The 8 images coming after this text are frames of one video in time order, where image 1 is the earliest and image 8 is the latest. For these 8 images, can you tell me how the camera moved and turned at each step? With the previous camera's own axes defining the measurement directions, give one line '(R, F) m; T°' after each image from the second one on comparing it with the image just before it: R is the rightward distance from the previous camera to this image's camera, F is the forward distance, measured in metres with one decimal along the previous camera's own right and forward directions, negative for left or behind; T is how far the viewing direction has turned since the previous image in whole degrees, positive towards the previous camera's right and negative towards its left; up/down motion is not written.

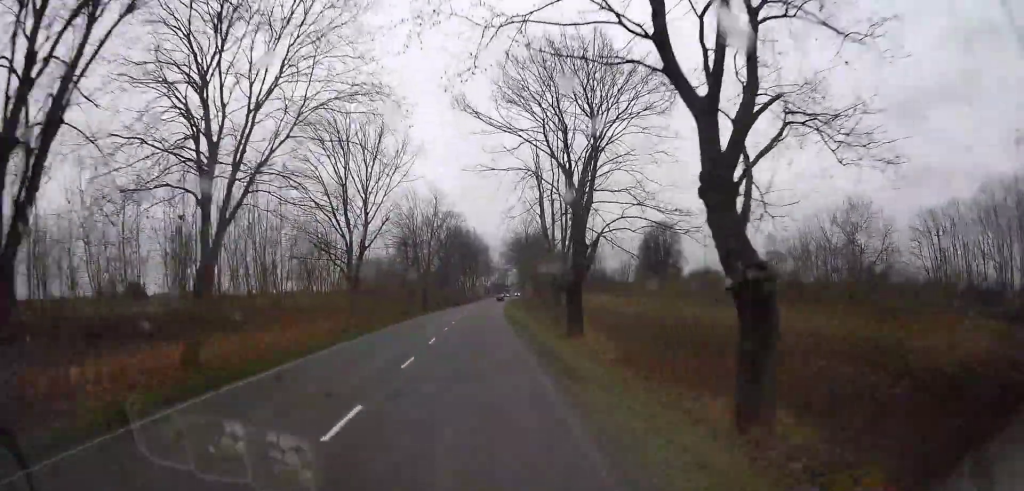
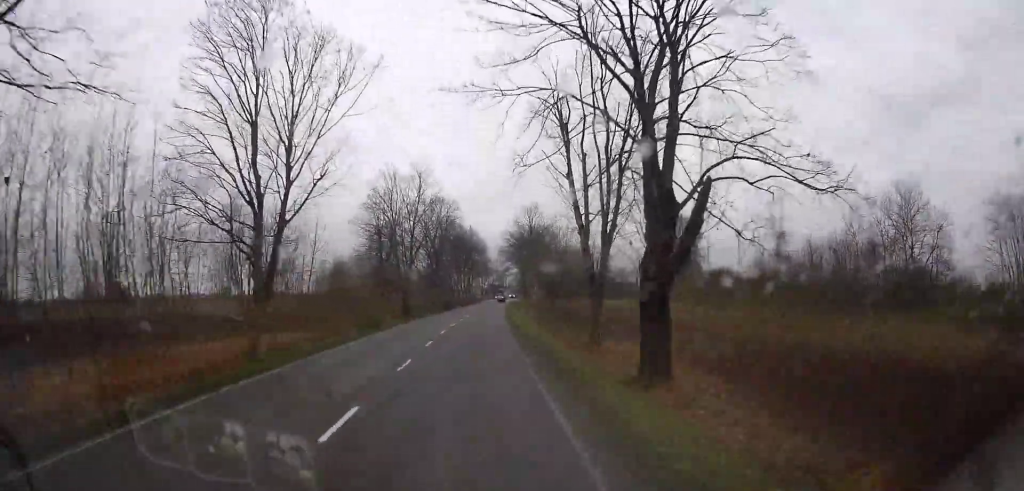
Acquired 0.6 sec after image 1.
(0.0, +12.3) m; 0°
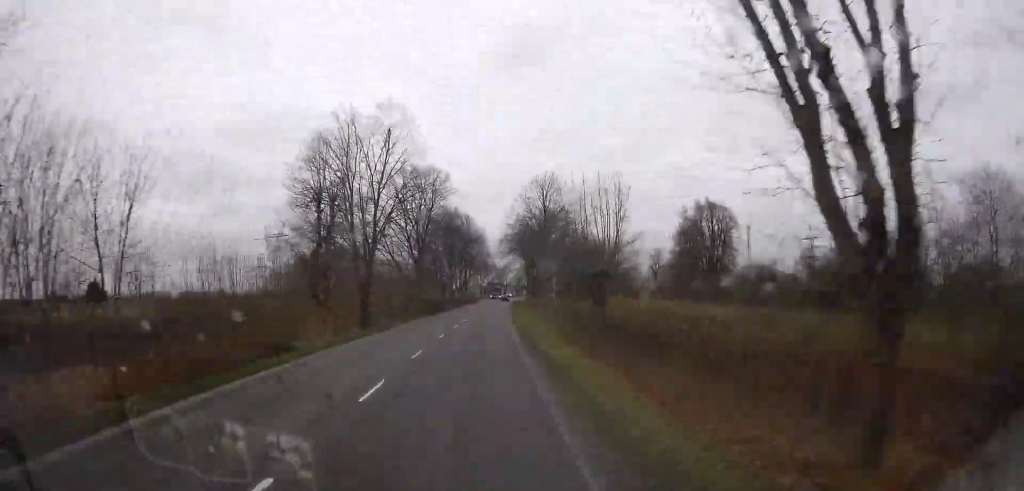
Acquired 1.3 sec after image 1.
(0.0, +15.4) m; 0°
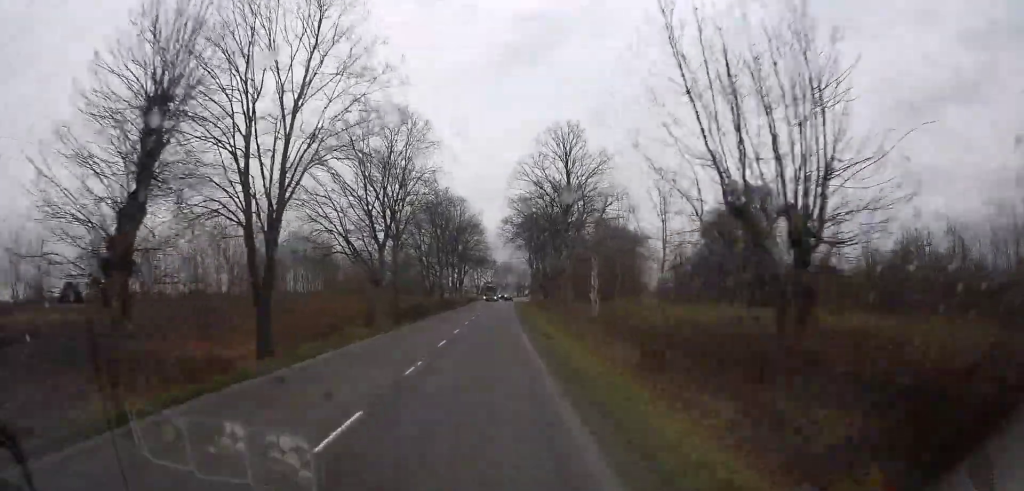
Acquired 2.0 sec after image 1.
(0.0, +15.0) m; 0°
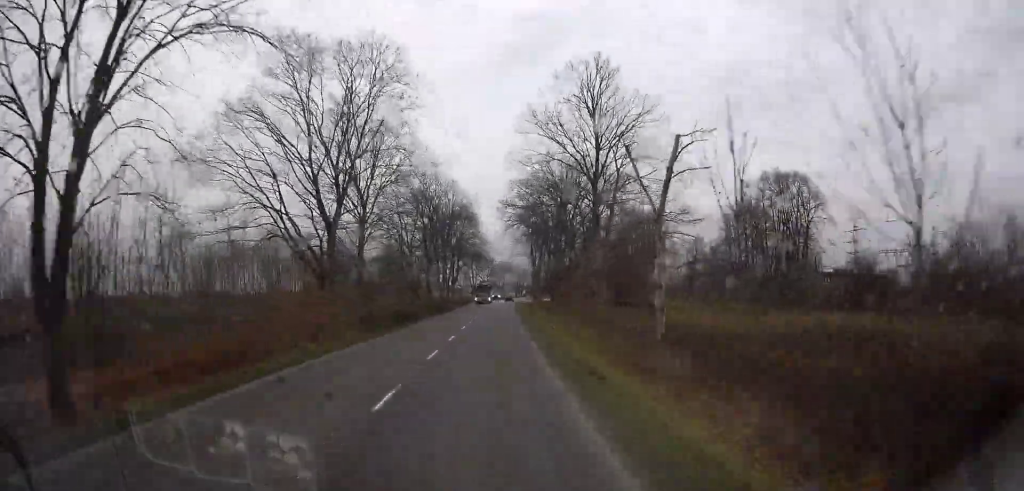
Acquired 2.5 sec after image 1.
(0.0, +10.0) m; 0°
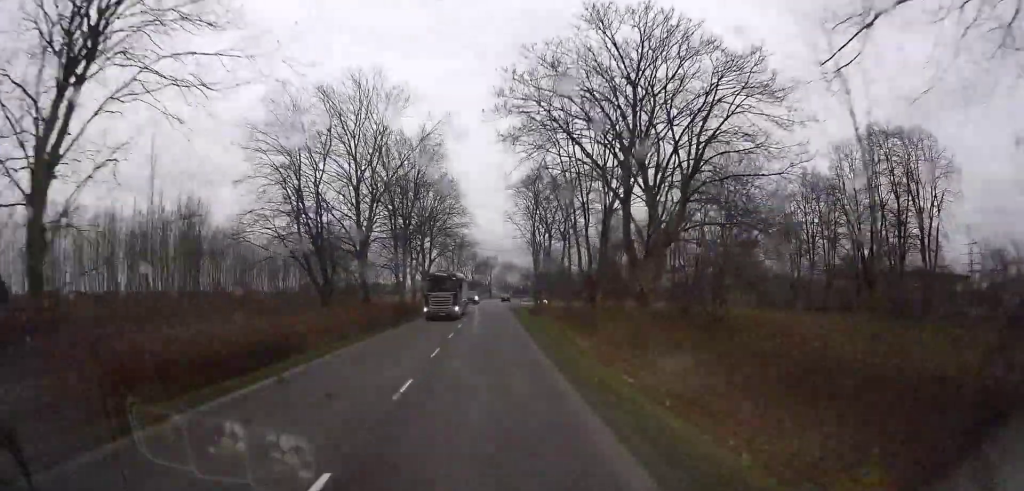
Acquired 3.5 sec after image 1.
(0.0, +22.7) m; 0°
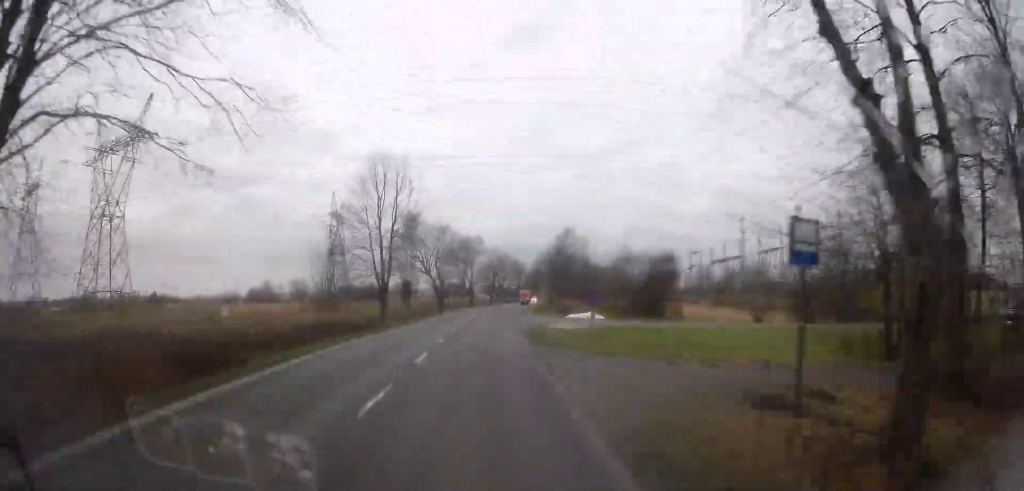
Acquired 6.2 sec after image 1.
(+2.7, +55.0) m; -3°
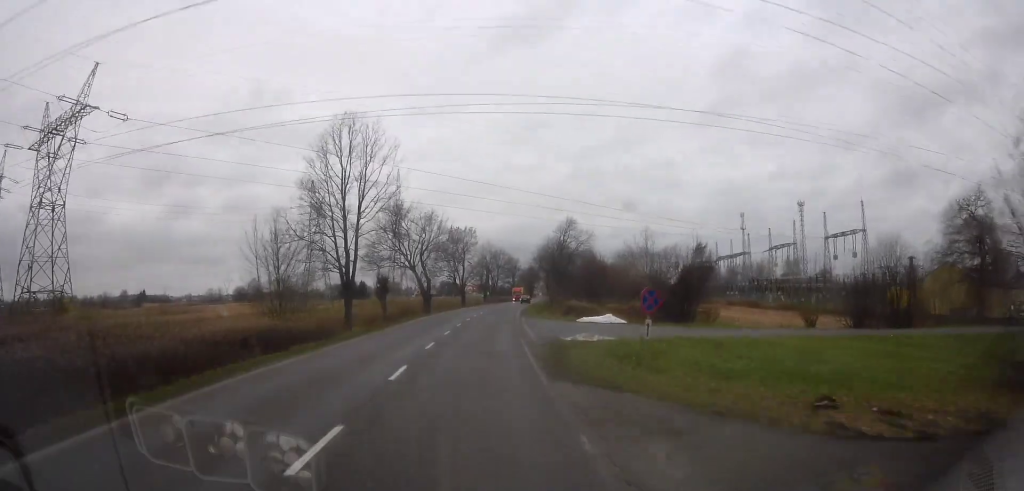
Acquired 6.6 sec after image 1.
(-0.8, +9.2) m; -2°
